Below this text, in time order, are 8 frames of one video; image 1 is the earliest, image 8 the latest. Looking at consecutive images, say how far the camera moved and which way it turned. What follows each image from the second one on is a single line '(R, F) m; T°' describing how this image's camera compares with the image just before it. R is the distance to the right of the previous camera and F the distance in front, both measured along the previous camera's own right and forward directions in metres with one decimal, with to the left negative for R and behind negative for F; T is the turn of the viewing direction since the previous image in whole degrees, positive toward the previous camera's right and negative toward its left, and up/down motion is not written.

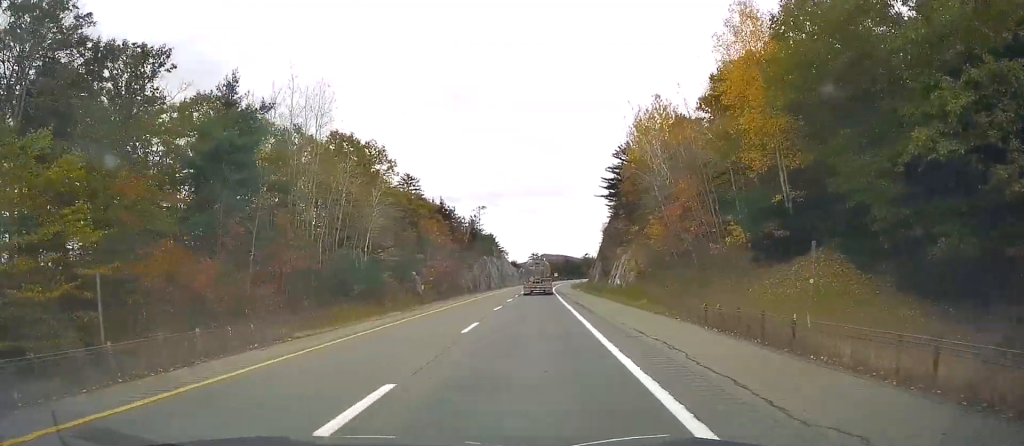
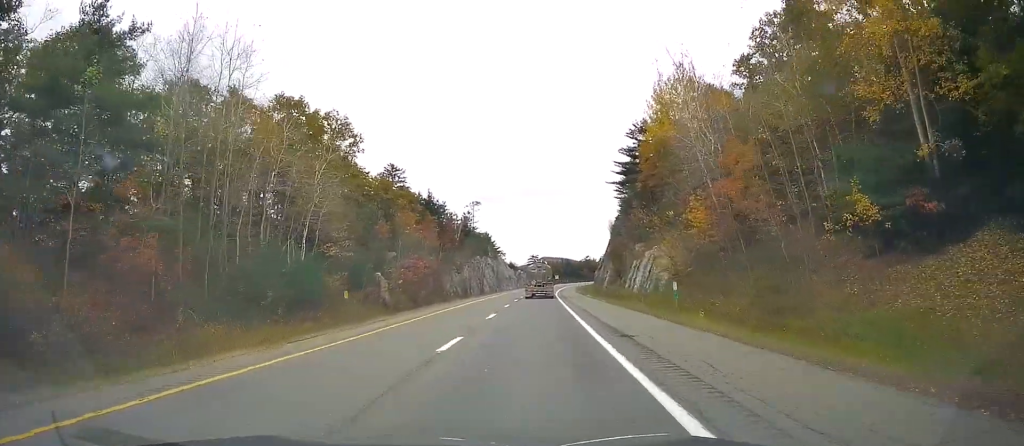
(-0.1, +16.5) m; 0°
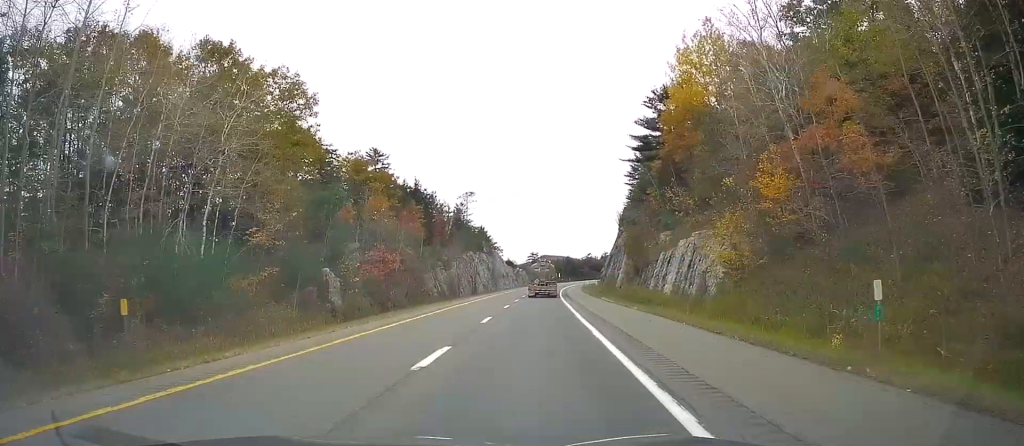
(-0.1, +14.5) m; 0°
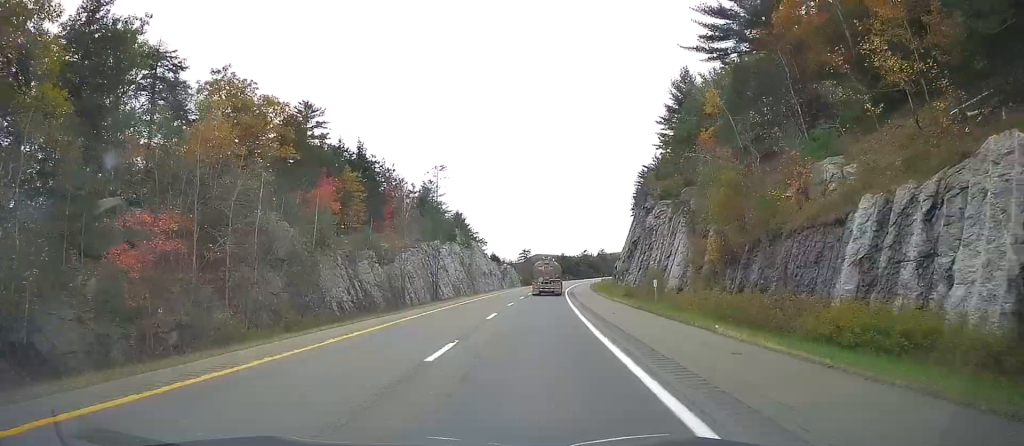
(+0.2, +34.0) m; 0°
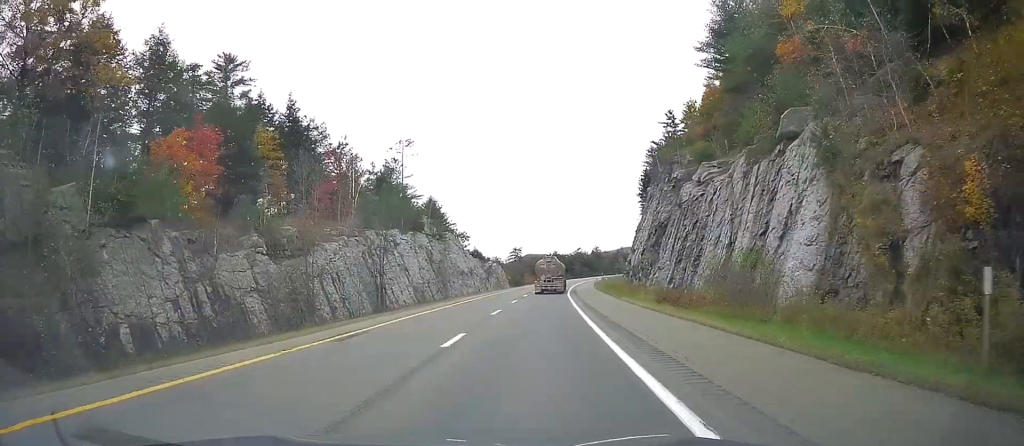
(0.0, +22.3) m; +1°
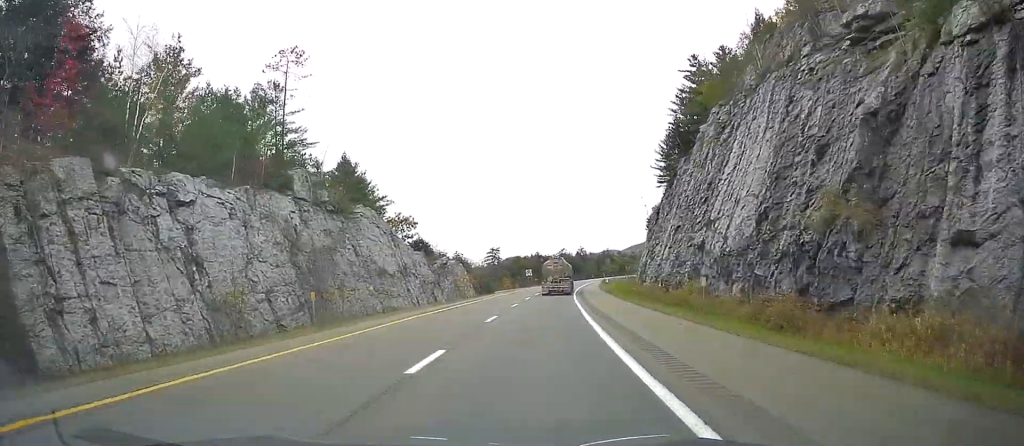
(+0.4, +40.0) m; +1°
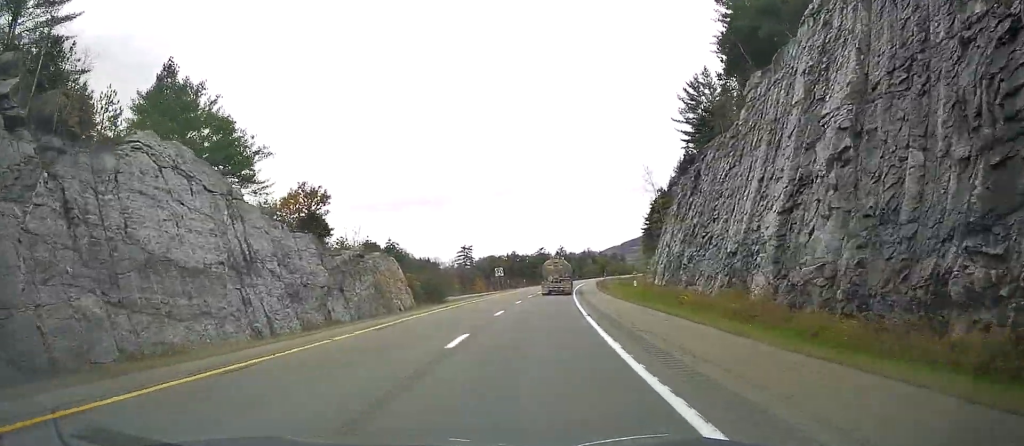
(+0.2, +32.1) m; +1°
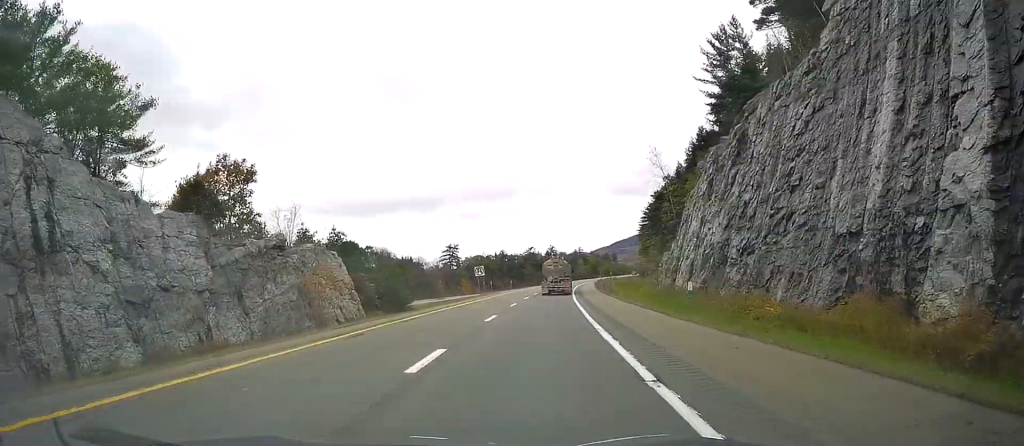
(+0.3, +15.5) m; 0°
